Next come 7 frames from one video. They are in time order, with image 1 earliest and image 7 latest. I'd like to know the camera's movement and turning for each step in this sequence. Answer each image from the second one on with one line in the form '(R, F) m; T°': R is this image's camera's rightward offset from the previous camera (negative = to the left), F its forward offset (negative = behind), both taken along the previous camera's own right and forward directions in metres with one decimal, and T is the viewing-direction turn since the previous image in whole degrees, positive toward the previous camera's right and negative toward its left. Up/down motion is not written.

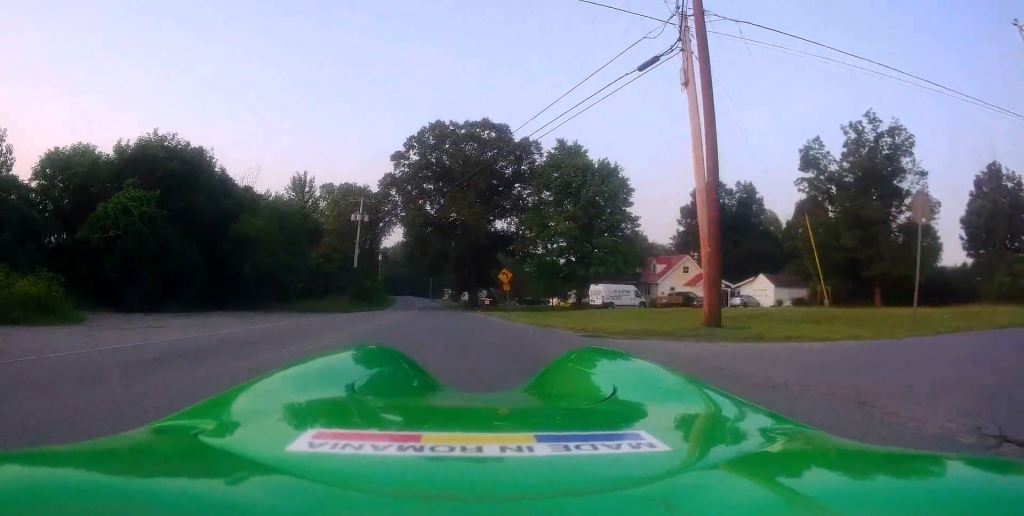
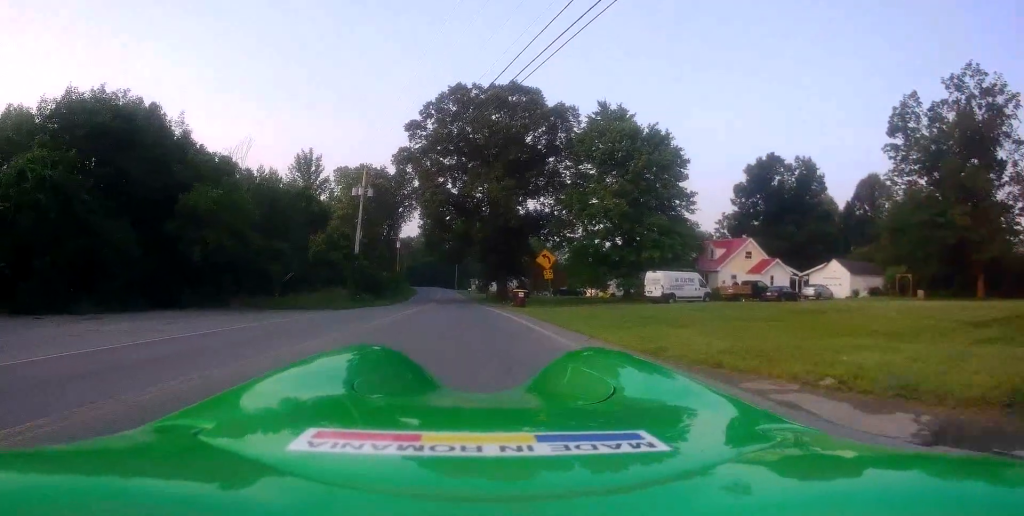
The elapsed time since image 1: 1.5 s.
(-0.1, +9.8) m; -3°
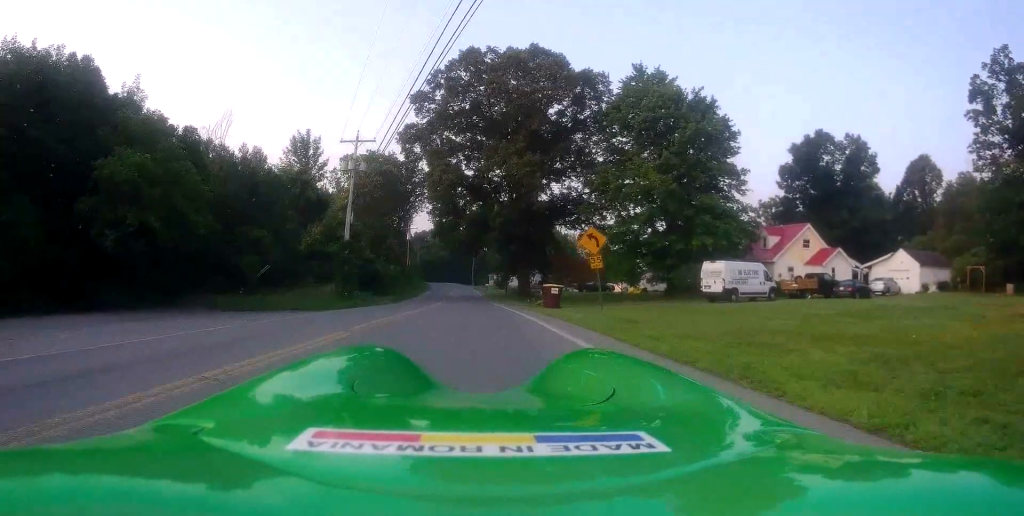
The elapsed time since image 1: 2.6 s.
(-0.2, +7.9) m; -1°
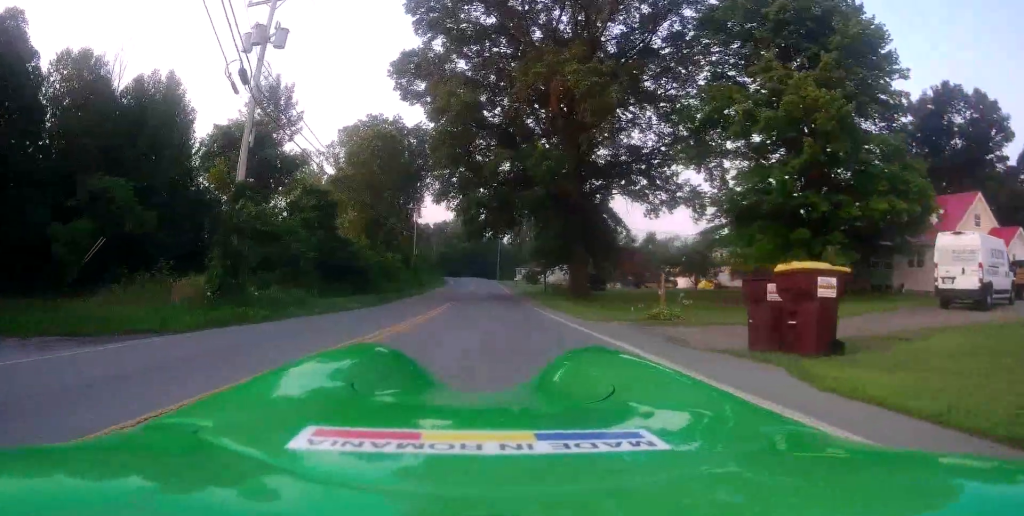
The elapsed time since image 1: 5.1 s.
(-1.0, +17.8) m; -3°
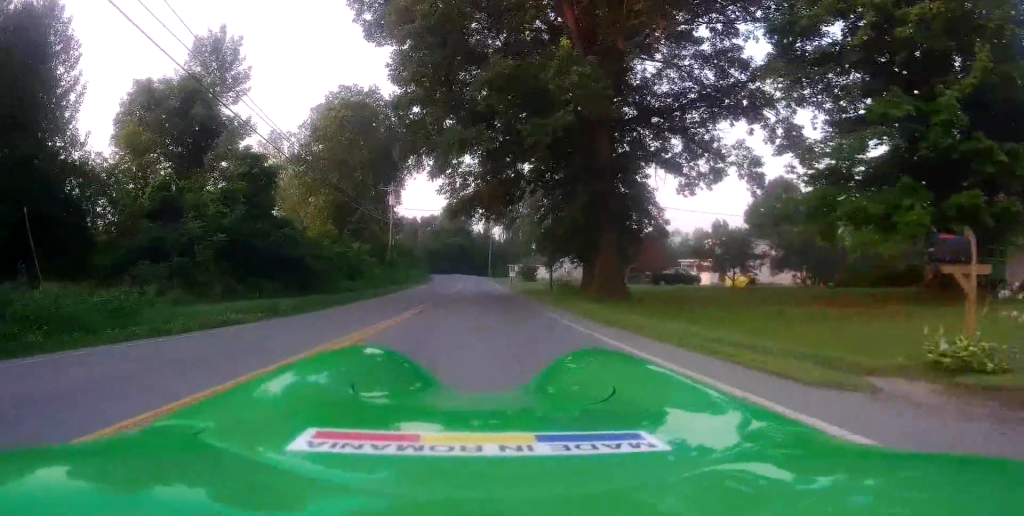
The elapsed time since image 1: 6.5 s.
(+0.1, +10.3) m; +1°
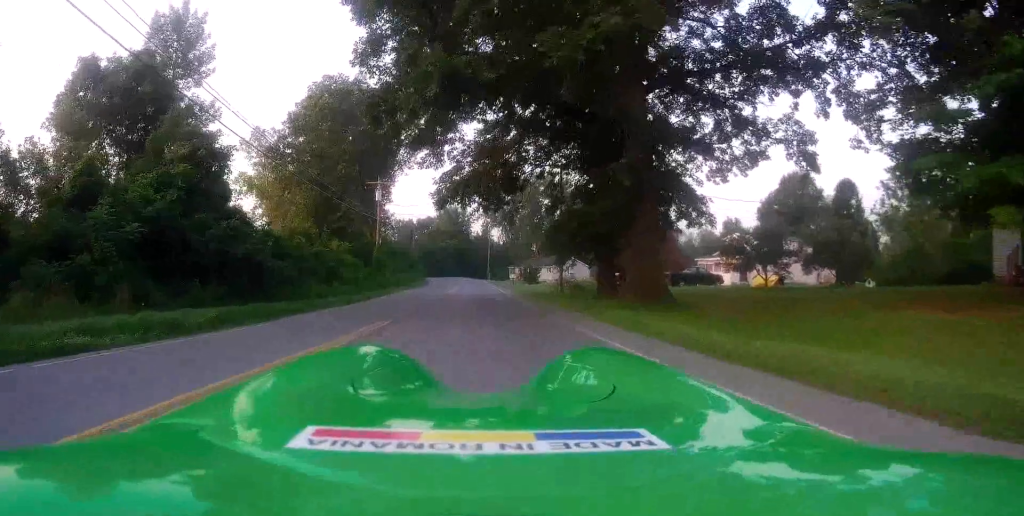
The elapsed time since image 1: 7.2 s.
(0.0, +5.6) m; 0°
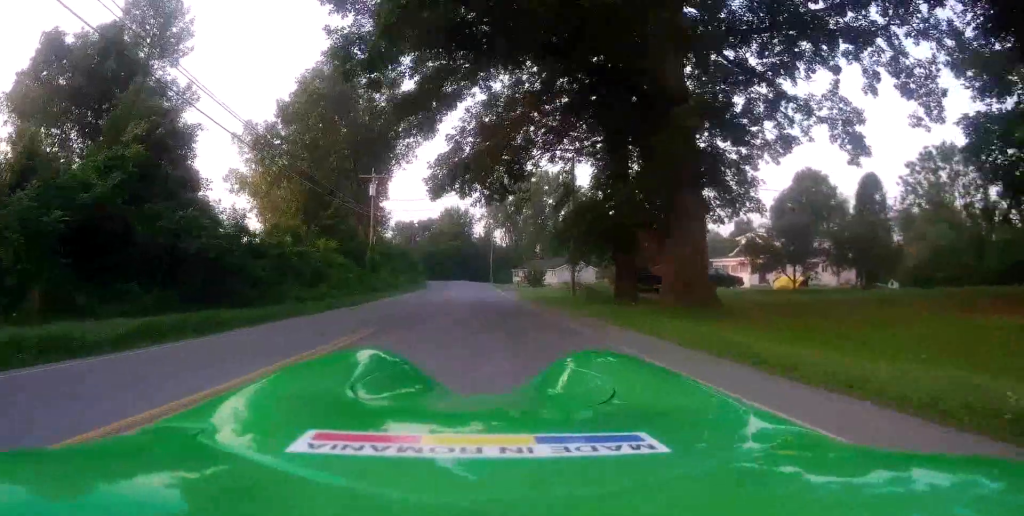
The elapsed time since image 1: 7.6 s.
(0.0, +3.3) m; 0°
